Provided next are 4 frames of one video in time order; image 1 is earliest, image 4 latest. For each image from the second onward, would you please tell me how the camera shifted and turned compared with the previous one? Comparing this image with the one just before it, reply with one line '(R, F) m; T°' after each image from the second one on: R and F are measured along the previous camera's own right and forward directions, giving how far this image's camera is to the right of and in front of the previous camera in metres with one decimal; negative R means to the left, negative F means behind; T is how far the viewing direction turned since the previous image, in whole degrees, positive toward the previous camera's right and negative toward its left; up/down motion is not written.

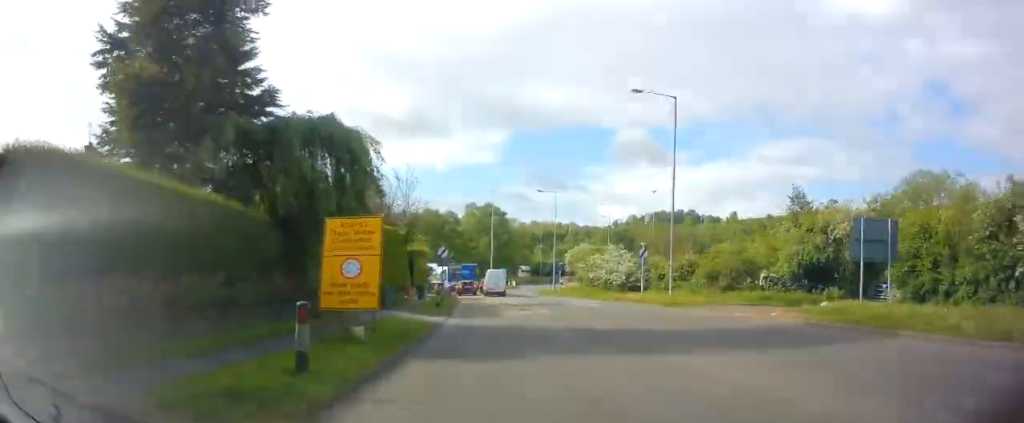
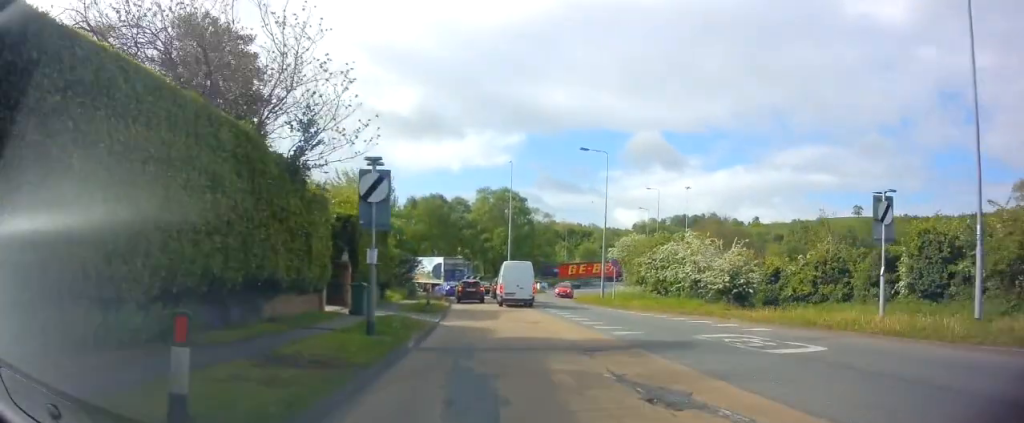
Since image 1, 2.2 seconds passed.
(-0.4, +22.6) m; -1°
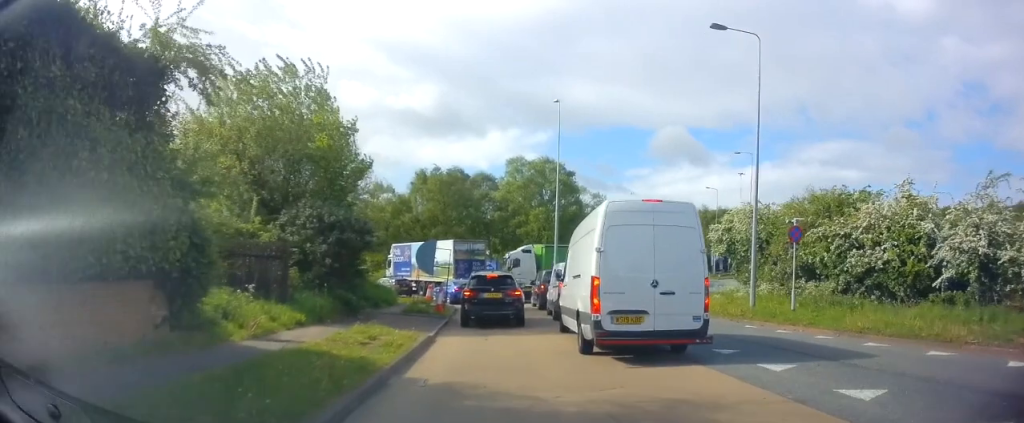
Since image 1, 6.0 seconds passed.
(-0.7, +24.1) m; -4°
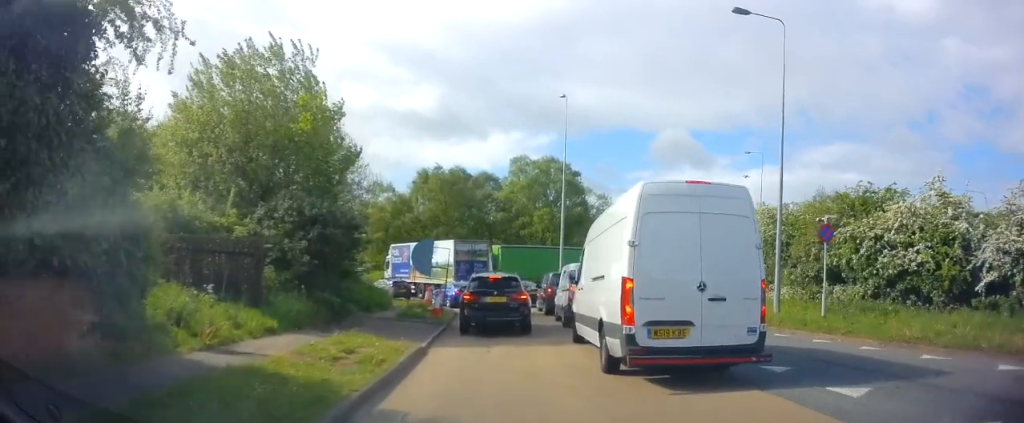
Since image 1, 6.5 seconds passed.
(0.0, +1.9) m; 0°
